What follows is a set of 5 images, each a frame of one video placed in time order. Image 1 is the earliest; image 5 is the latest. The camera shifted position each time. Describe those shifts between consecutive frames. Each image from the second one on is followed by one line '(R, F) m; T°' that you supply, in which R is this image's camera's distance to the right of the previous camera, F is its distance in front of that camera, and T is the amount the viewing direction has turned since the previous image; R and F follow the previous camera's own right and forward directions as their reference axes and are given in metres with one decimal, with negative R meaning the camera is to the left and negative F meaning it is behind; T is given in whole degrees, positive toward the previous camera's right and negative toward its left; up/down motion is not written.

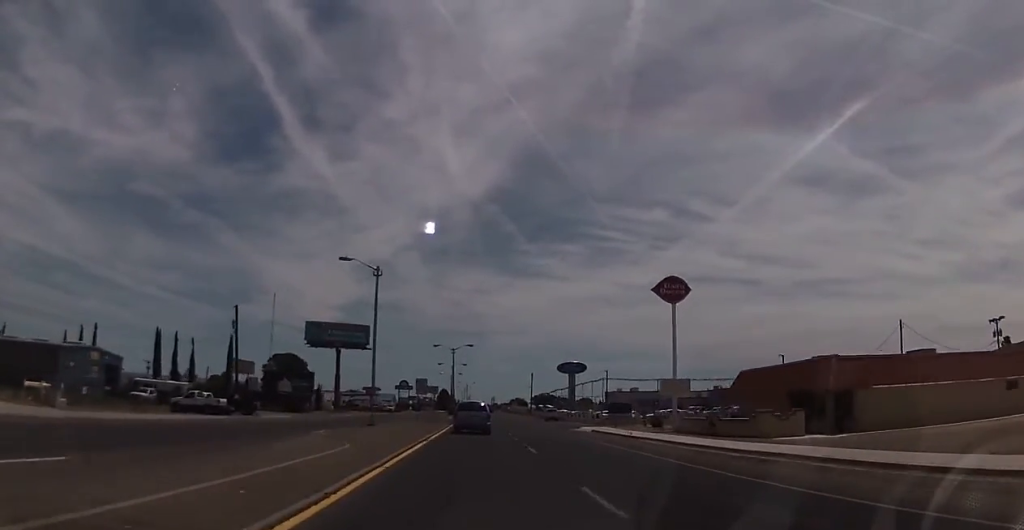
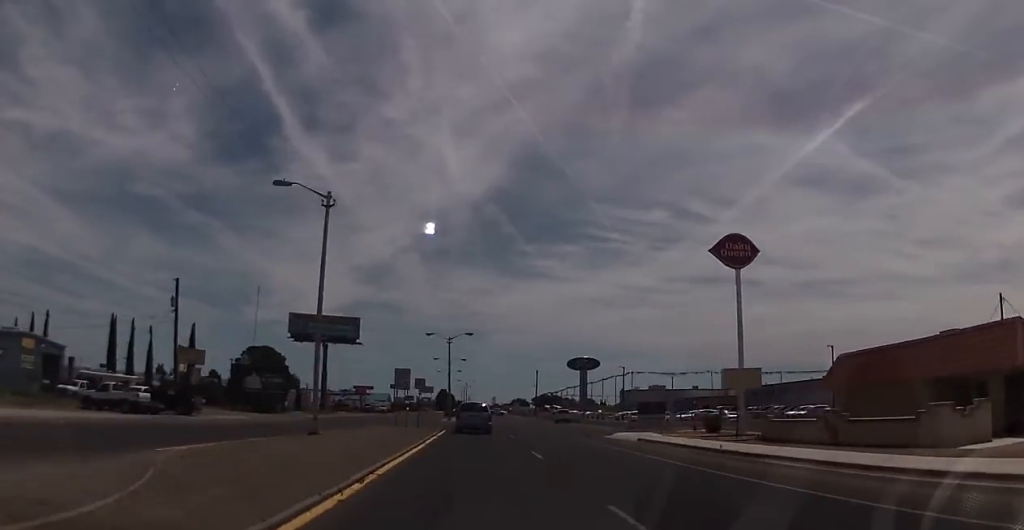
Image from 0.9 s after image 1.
(-0.5, +14.2) m; 0°
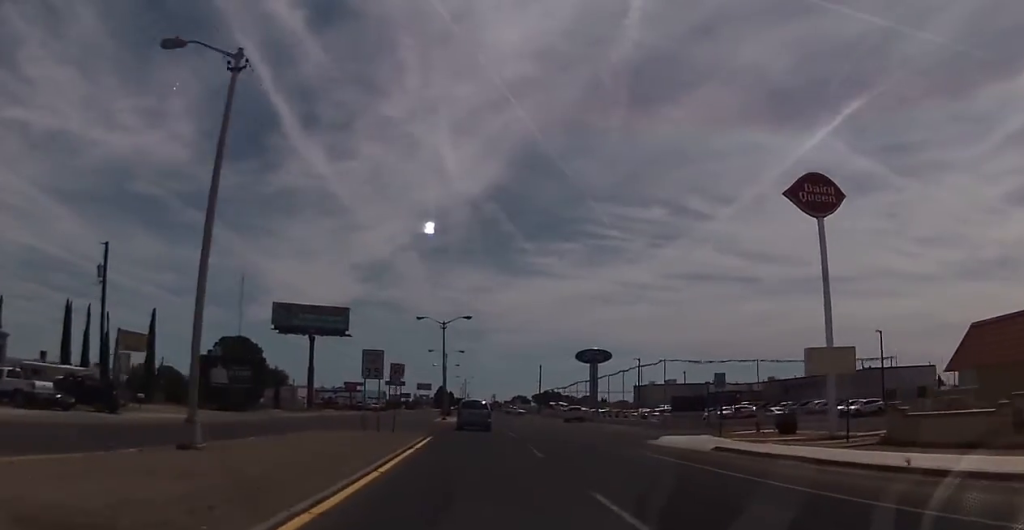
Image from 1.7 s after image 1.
(+0.3, +11.3) m; +1°
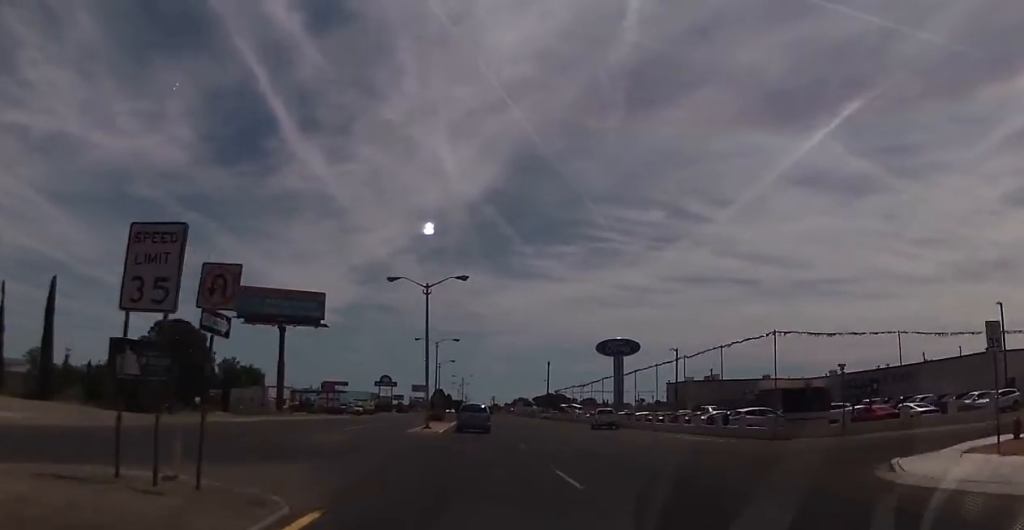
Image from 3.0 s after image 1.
(+0.2, +20.1) m; +1°
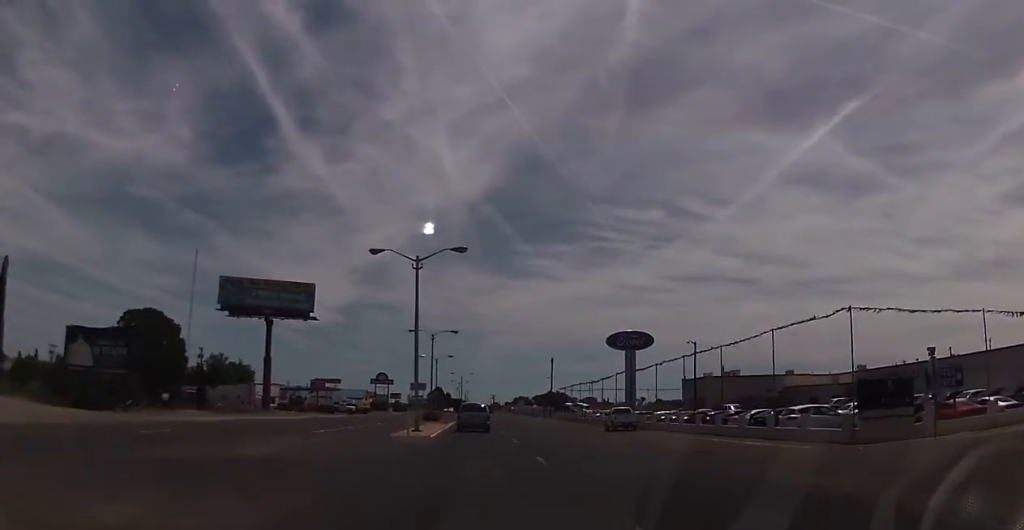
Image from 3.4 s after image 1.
(0.0, +7.3) m; 0°
